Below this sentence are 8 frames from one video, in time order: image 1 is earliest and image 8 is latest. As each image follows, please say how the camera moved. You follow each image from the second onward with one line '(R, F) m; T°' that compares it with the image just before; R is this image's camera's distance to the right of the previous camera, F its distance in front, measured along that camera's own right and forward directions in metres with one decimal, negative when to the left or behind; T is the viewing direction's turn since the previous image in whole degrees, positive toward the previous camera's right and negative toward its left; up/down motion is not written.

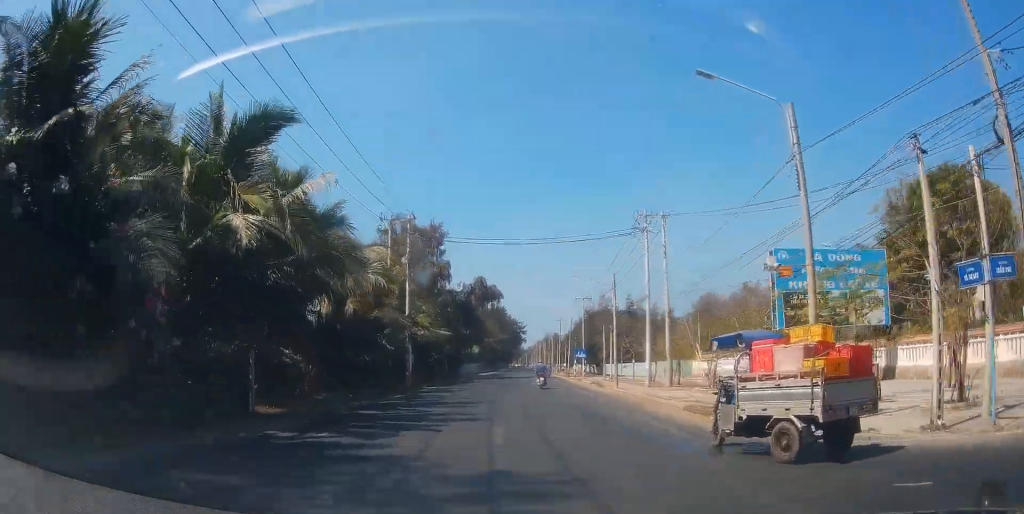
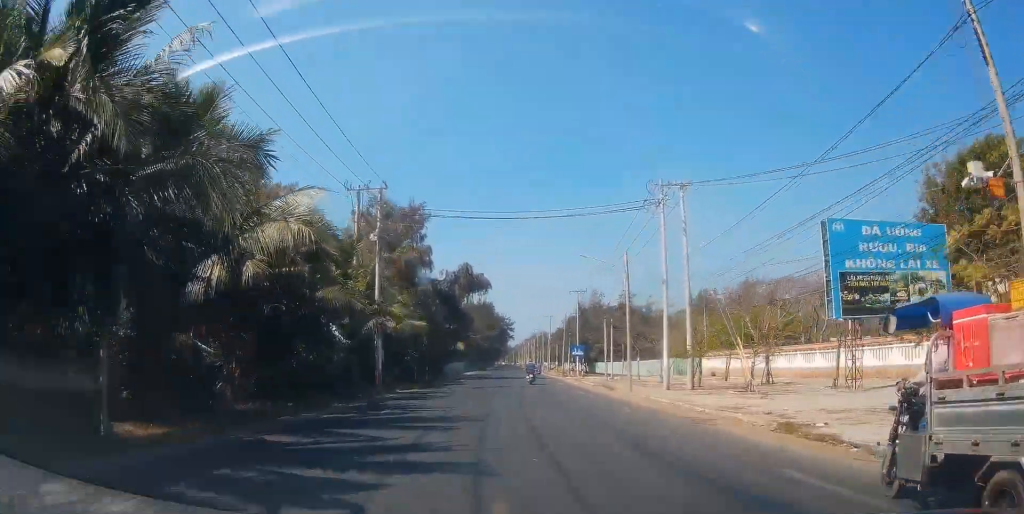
(-0.1, +7.7) m; +1°
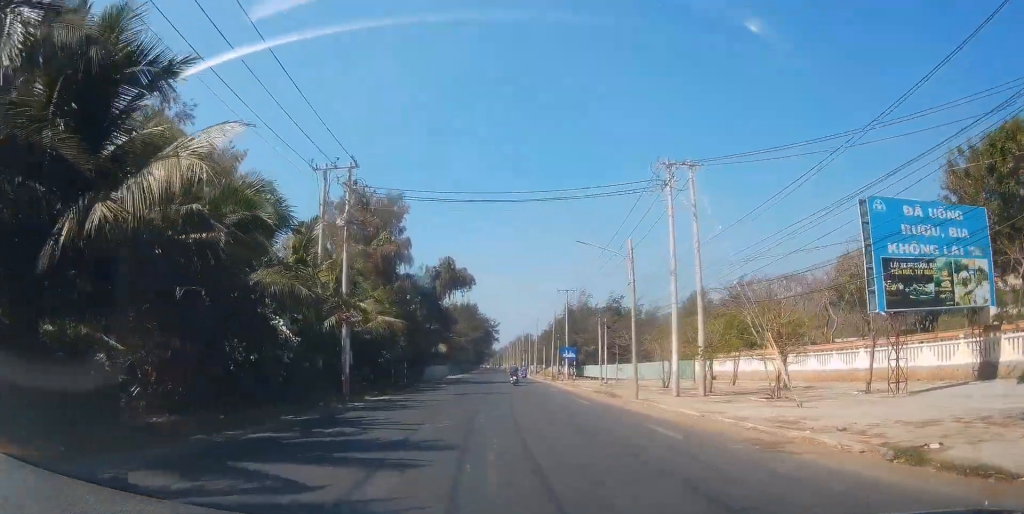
(-0.2, +4.8) m; +1°
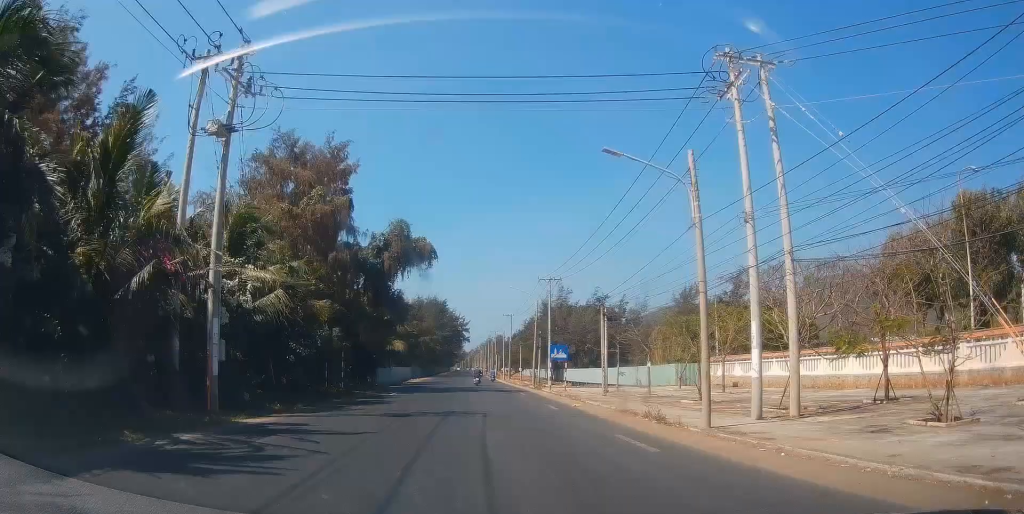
(+0.7, +13.2) m; +2°
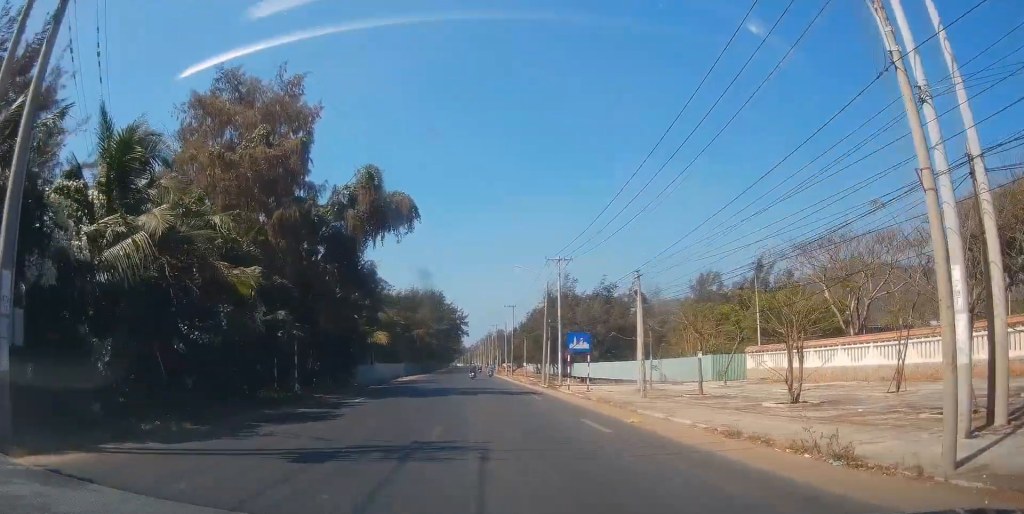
(-0.2, +9.4) m; 0°
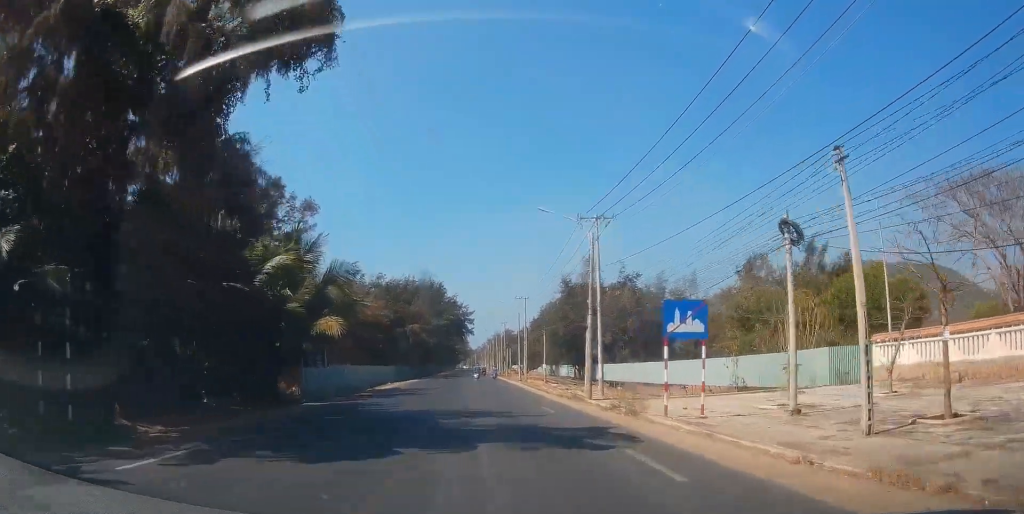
(+0.3, +16.9) m; +2°
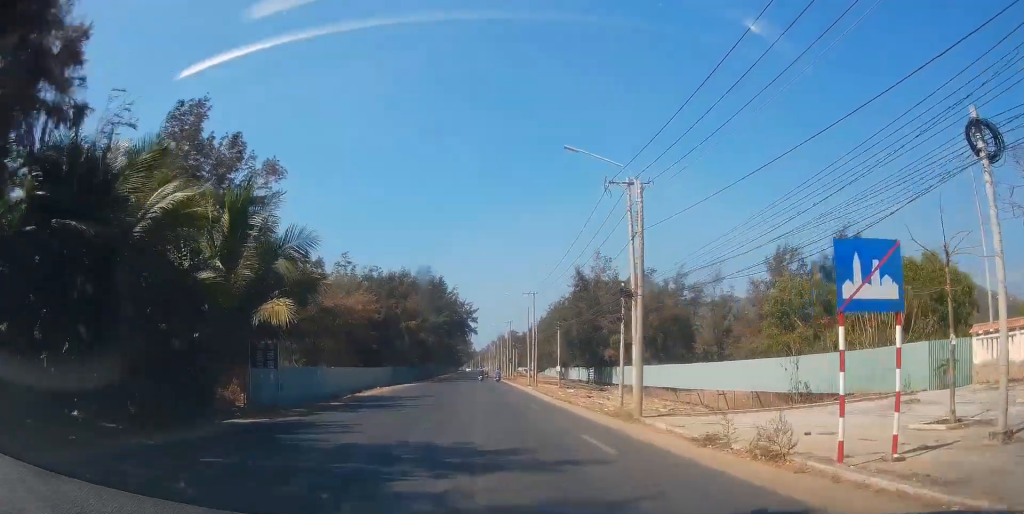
(0.0, +8.4) m; -1°
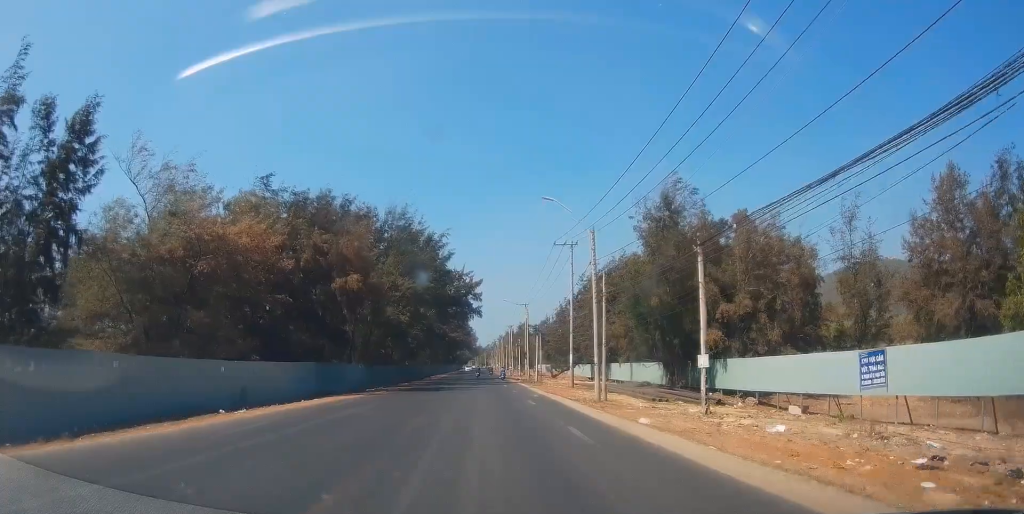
(-0.2, +34.1) m; 0°
